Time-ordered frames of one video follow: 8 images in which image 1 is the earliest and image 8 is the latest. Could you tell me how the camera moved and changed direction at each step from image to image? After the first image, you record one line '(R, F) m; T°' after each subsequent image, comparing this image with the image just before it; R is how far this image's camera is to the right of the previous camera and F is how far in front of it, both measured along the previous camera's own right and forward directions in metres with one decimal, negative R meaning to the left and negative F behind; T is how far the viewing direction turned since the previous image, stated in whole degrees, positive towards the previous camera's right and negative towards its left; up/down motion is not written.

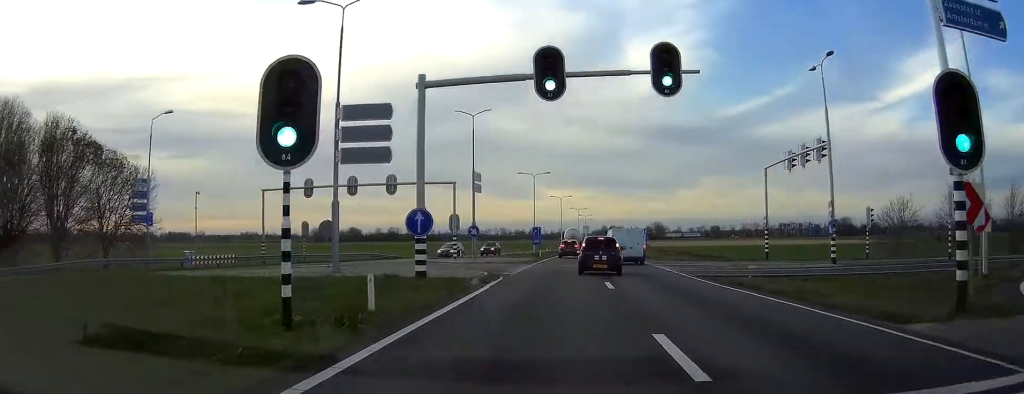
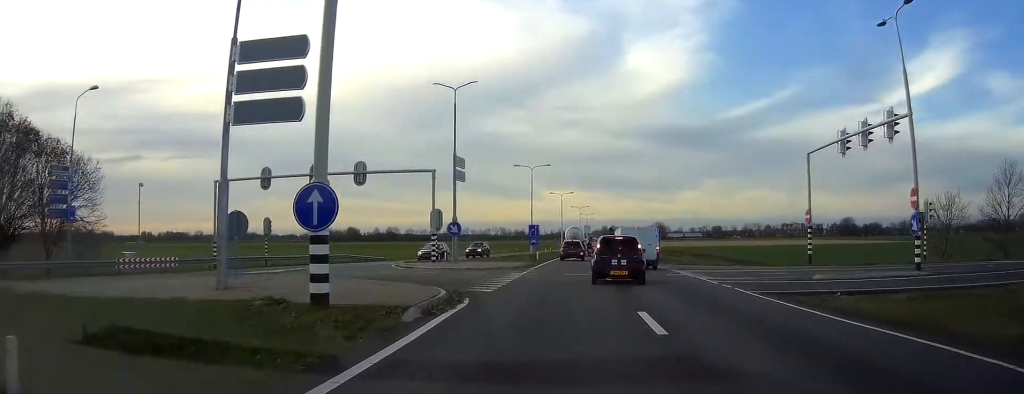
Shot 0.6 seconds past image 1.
(+0.1, +8.5) m; 0°
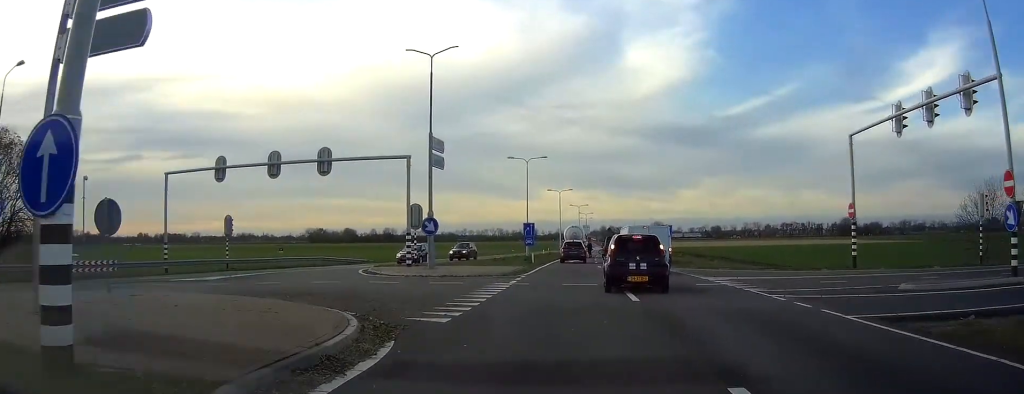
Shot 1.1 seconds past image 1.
(0.0, +7.0) m; 0°
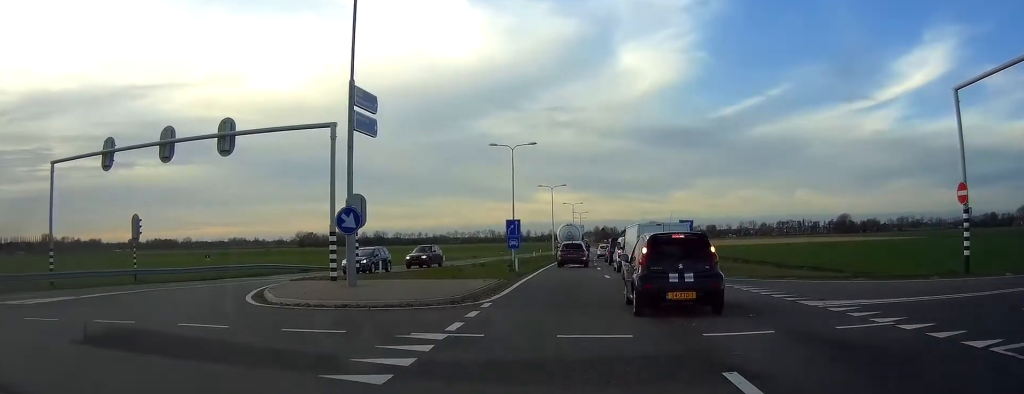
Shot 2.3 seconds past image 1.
(-0.1, +11.5) m; -1°
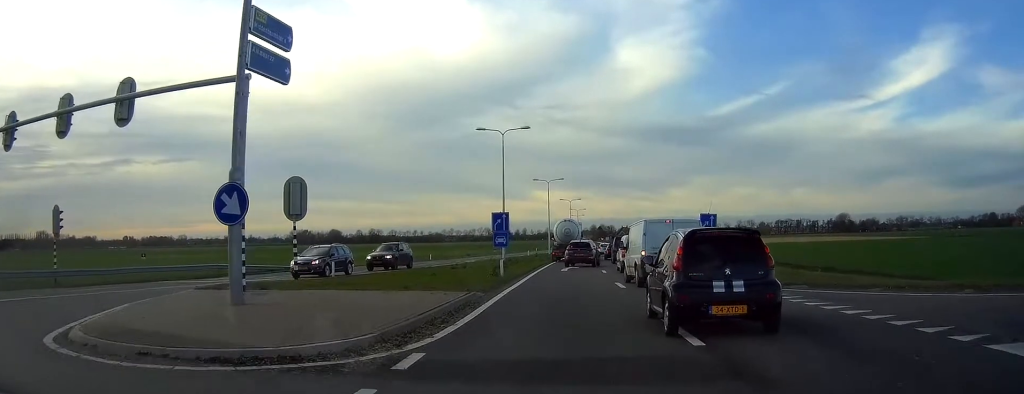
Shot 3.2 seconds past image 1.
(-0.2, +7.1) m; +2°
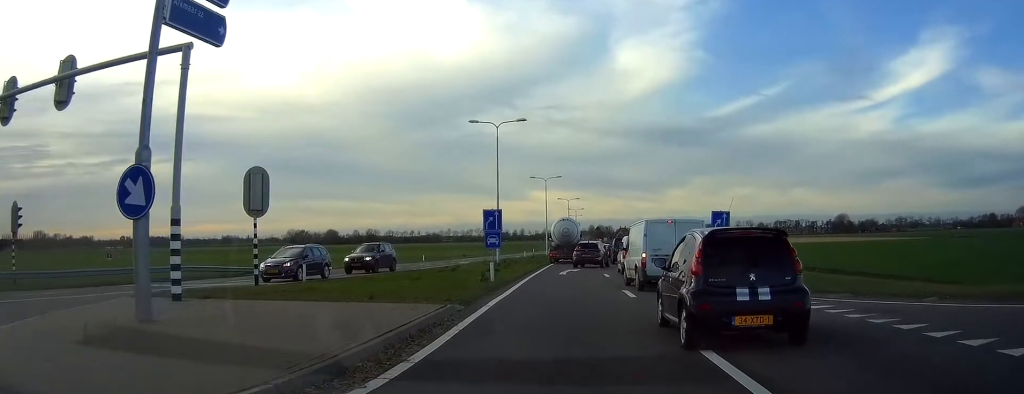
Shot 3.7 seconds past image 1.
(+0.2, +2.8) m; +2°
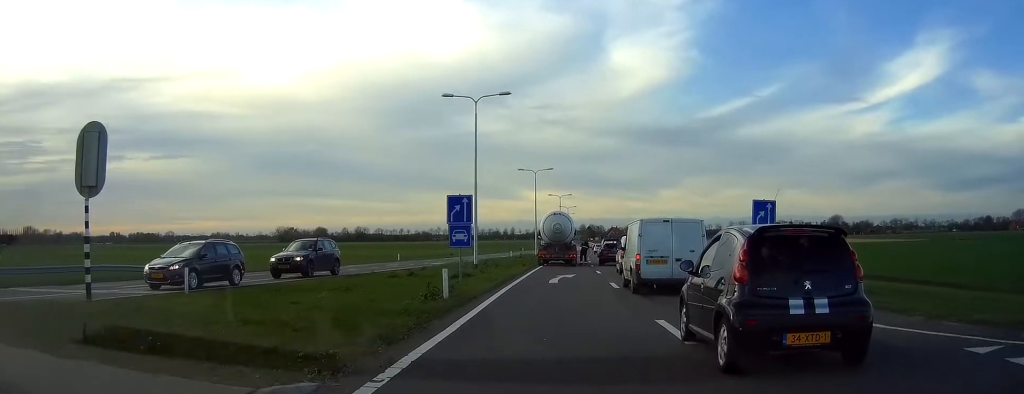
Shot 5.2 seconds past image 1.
(+0.1, +7.8) m; 0°
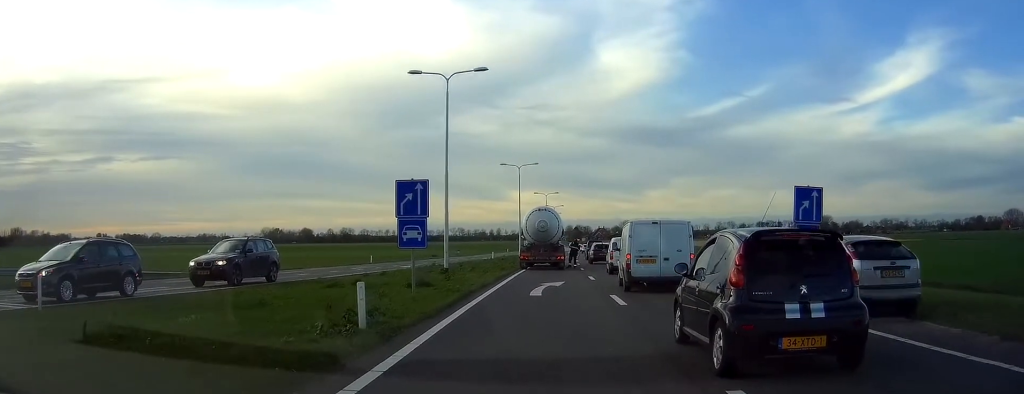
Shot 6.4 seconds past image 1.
(+0.1, +5.3) m; +4°
